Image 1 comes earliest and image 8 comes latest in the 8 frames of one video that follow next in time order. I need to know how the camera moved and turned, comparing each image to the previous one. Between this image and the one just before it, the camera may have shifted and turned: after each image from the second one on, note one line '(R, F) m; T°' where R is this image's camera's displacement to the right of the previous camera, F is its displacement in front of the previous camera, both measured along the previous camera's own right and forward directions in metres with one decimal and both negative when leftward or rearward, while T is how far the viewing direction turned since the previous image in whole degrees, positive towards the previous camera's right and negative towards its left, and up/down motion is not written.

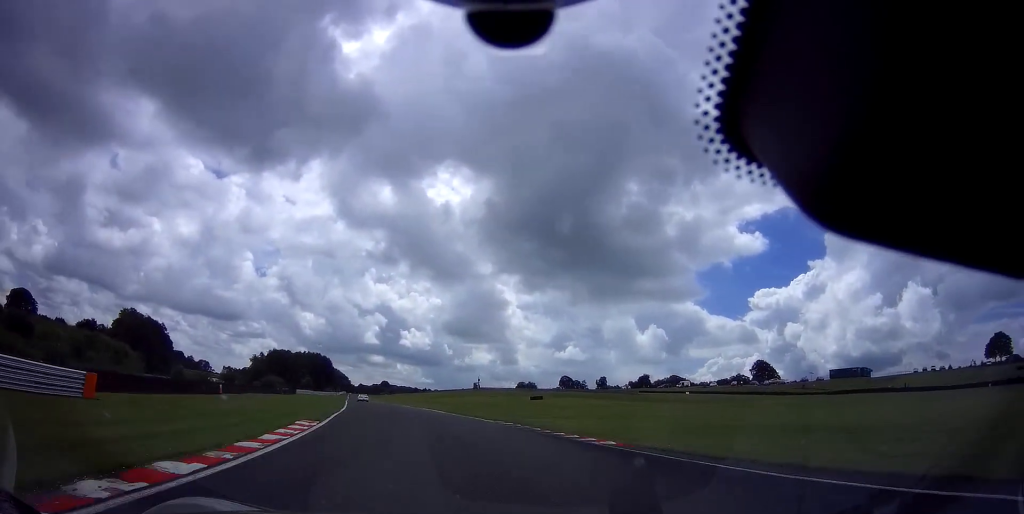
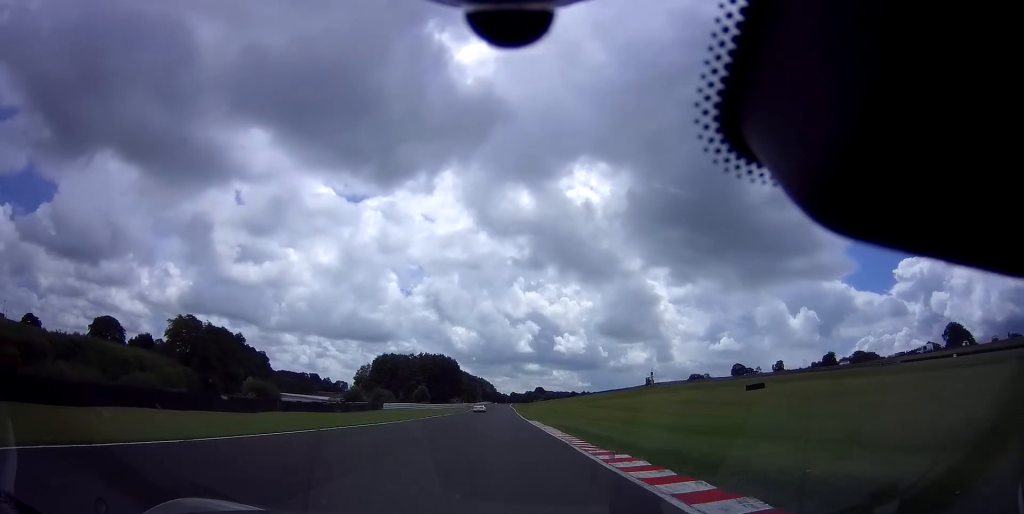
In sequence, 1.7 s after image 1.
(-8.4, +52.2) m; -16°
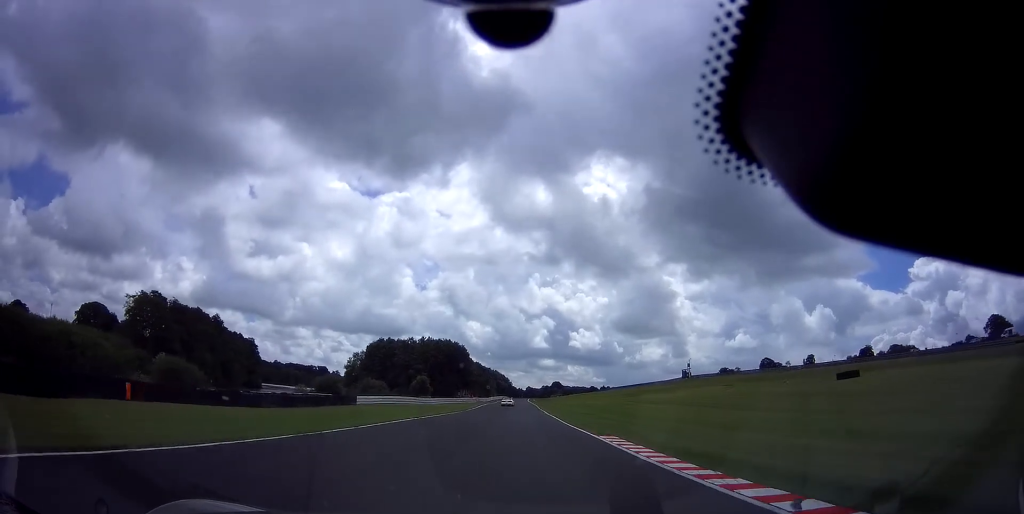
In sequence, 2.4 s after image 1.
(-1.2, +25.8) m; -2°
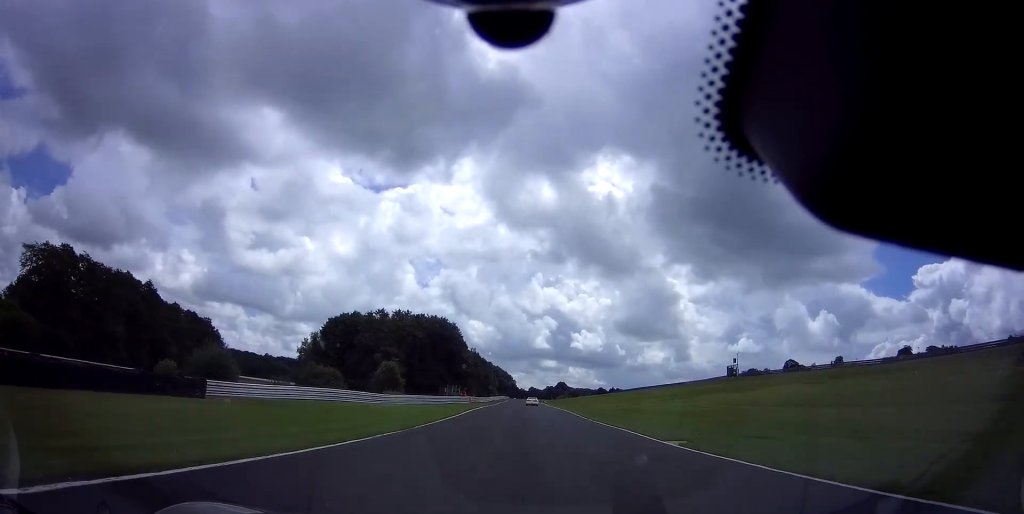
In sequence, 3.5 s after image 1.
(-0.4, +35.7) m; -1°
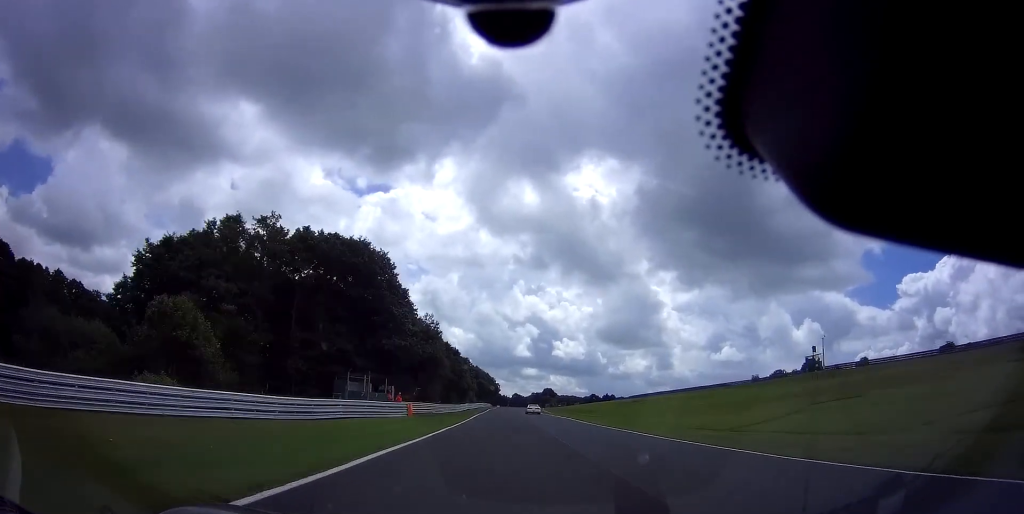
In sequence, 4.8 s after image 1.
(+0.1, +48.2) m; +1°
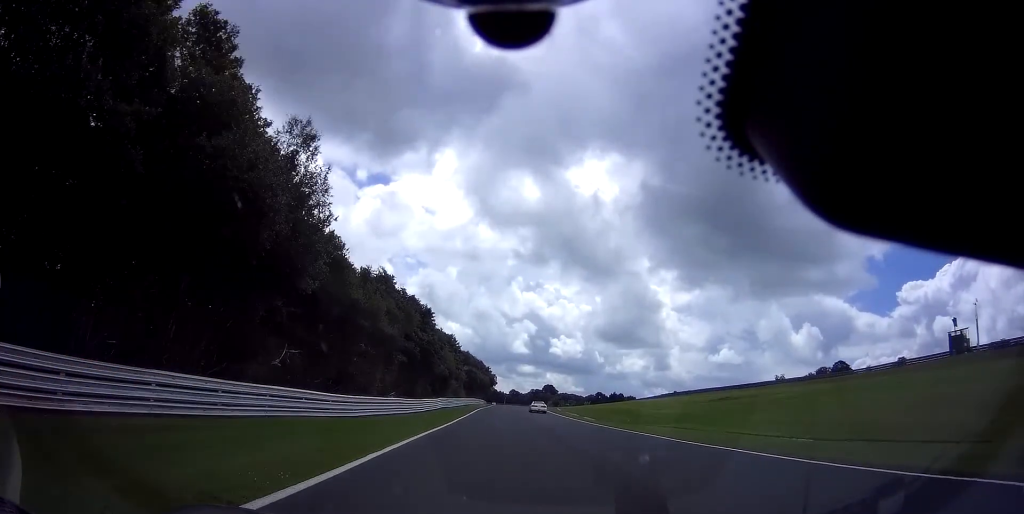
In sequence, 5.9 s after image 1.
(+0.7, +39.8) m; +1°
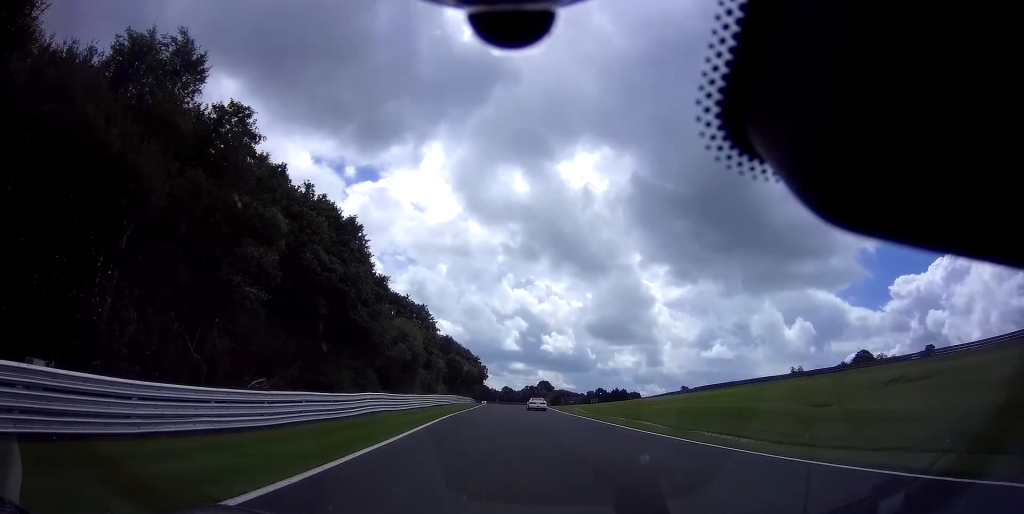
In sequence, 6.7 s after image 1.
(+0.1, +30.6) m; 0°
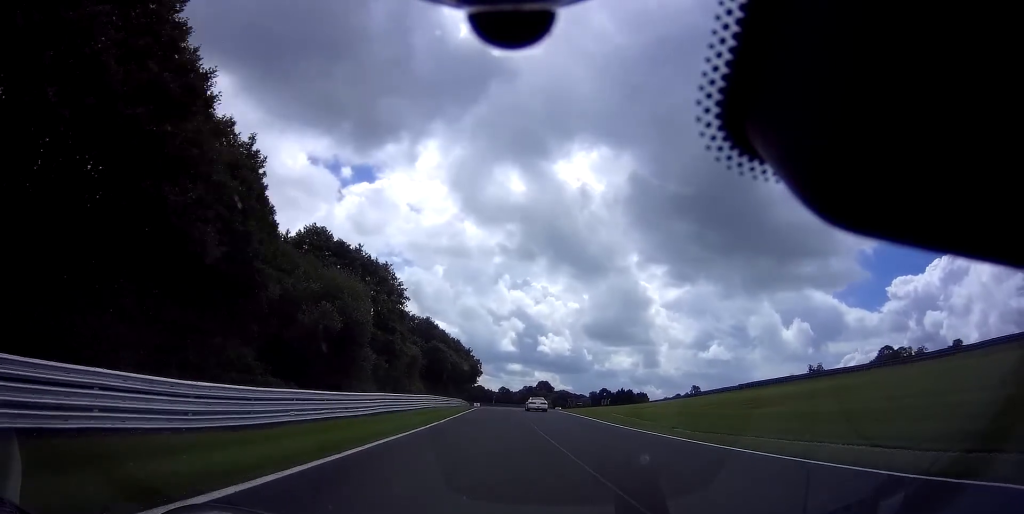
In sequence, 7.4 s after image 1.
(0.0, +23.5) m; +1°
